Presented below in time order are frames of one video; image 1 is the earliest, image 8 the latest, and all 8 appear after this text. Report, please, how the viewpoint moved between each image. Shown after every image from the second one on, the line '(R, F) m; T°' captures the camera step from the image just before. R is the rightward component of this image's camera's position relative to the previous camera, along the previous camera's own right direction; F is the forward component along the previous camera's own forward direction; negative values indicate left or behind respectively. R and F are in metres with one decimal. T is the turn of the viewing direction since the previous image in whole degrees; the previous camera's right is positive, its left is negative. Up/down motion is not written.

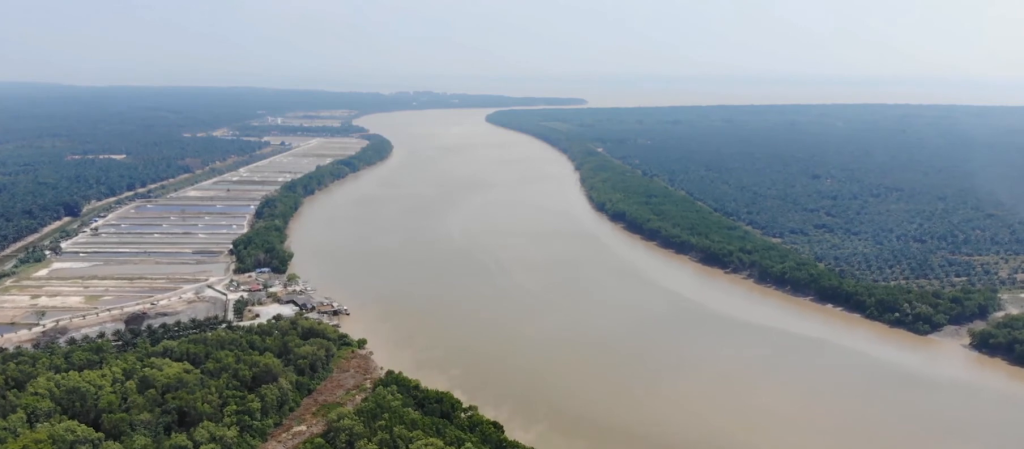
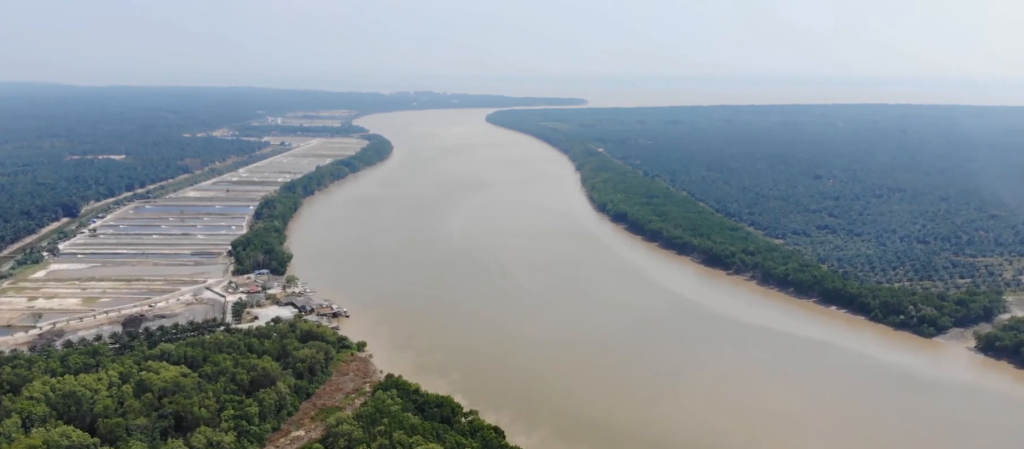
(0.0, +5.2) m; 0°
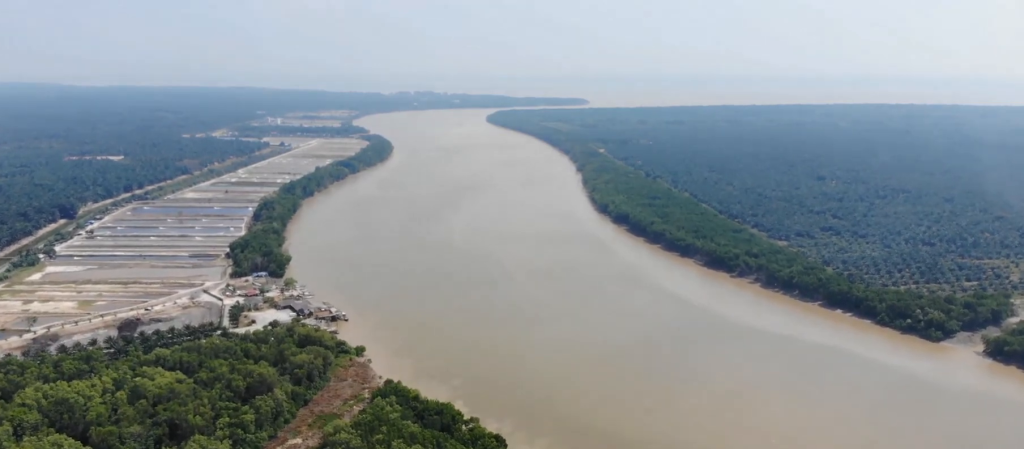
(0.0, +8.0) m; 0°
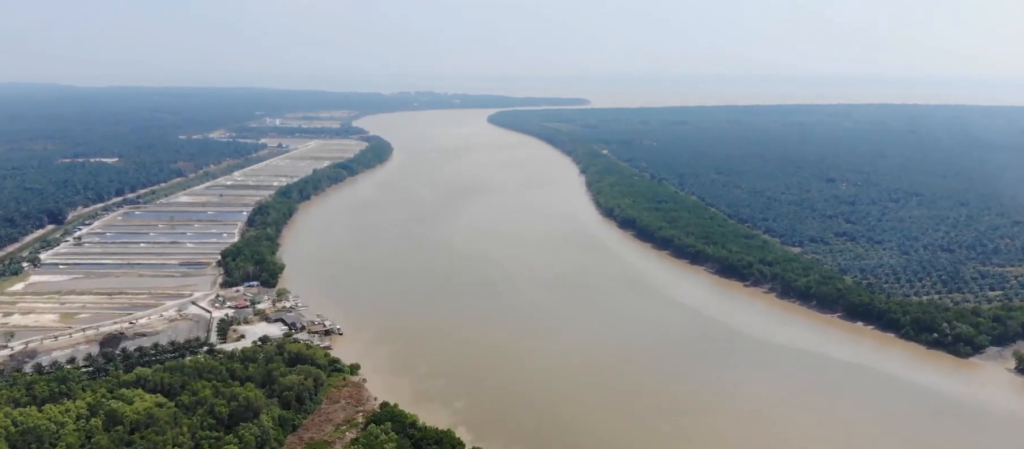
(+0.1, +29.2) m; 0°
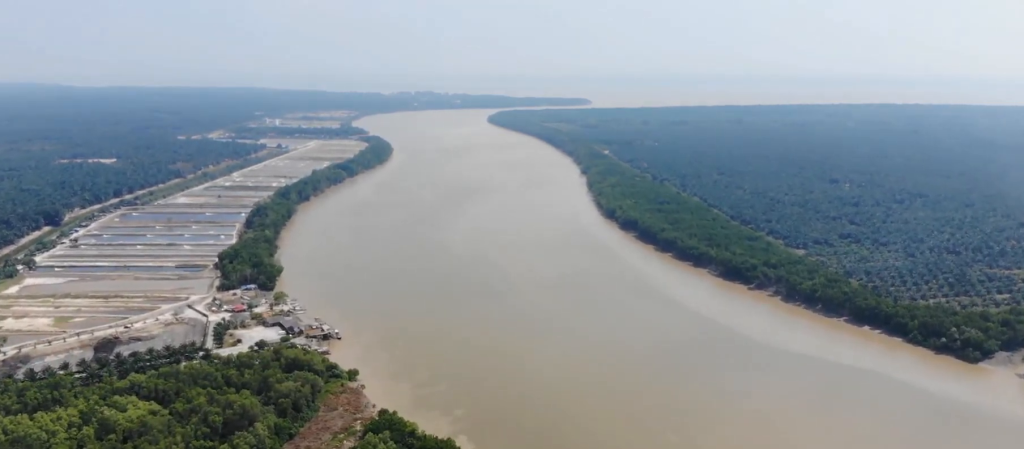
(0.0, +8.5) m; 0°
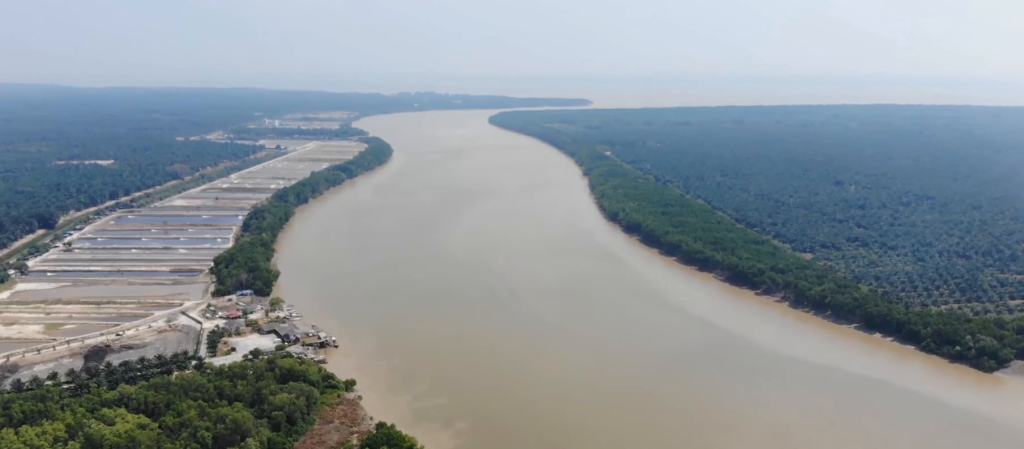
(0.0, +13.9) m; 0°
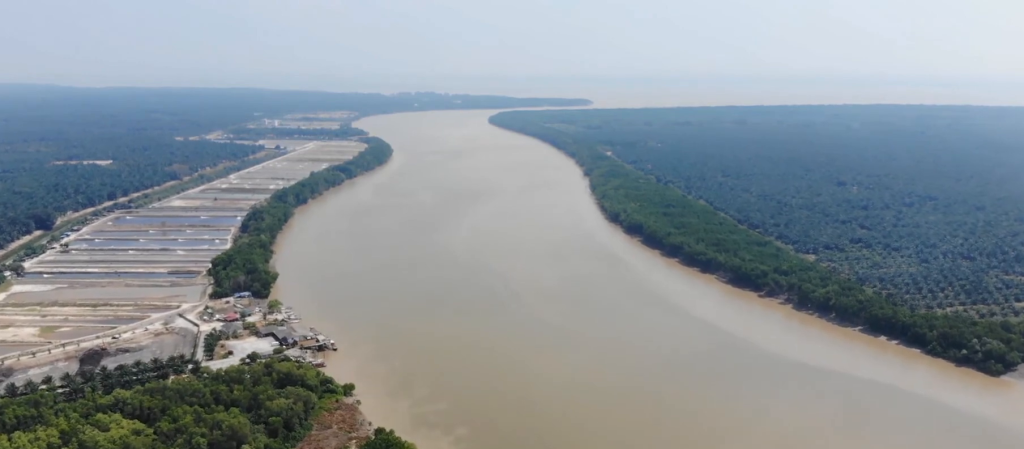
(0.0, +6.2) m; 0°
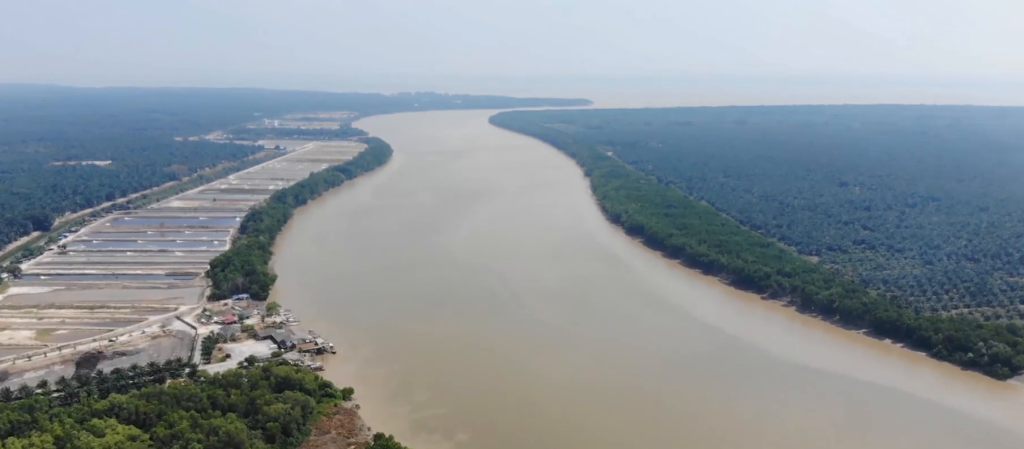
(0.0, +5.4) m; 0°
